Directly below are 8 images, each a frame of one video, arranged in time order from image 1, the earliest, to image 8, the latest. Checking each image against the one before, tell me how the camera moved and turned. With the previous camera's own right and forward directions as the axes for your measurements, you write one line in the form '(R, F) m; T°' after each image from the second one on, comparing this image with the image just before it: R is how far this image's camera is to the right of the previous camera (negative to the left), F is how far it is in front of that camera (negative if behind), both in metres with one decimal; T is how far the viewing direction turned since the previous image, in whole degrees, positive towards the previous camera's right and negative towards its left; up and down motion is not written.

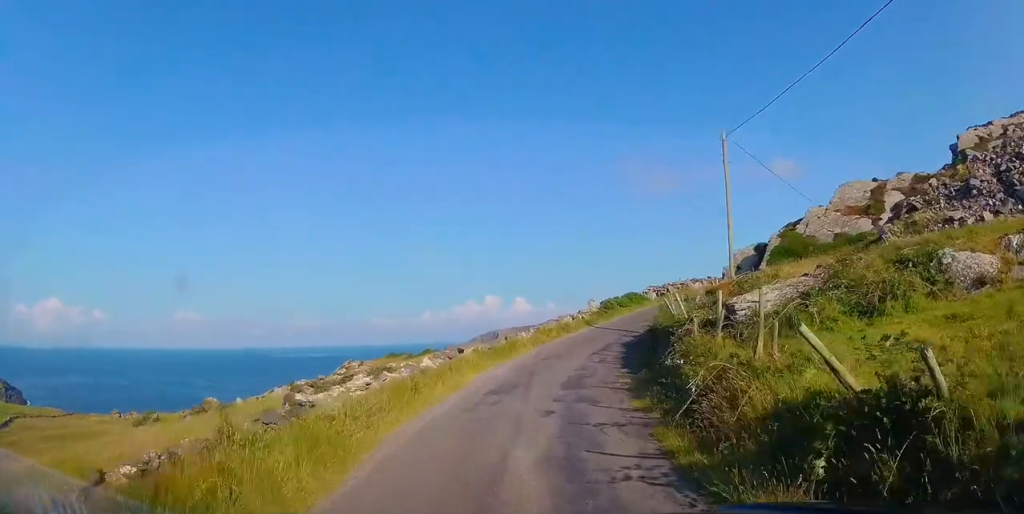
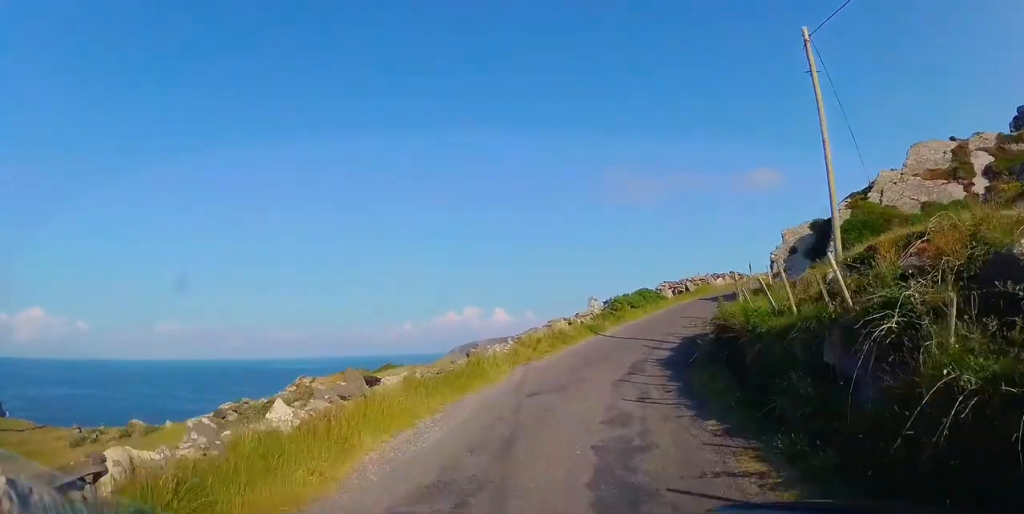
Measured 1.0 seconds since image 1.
(-0.2, +8.5) m; +1°
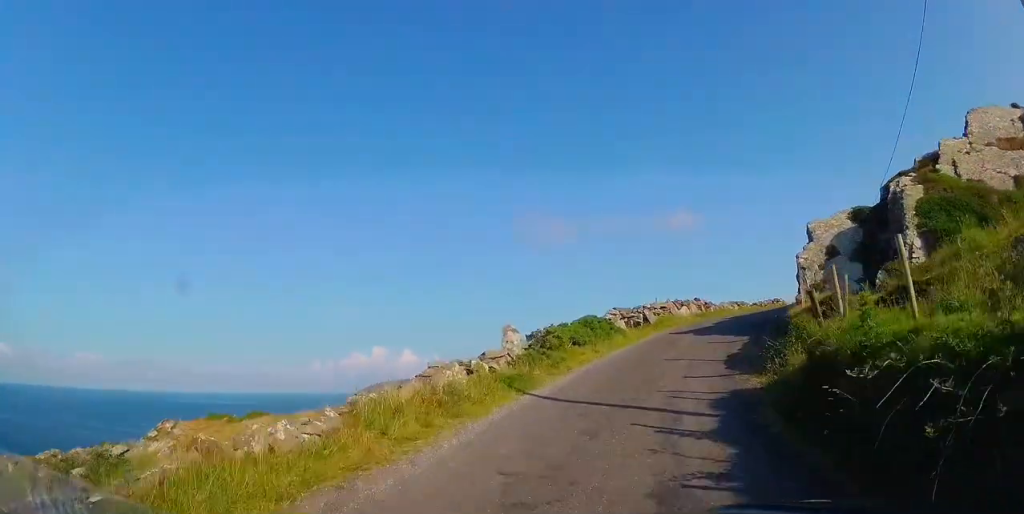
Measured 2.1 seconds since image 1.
(+0.5, +9.0) m; +10°
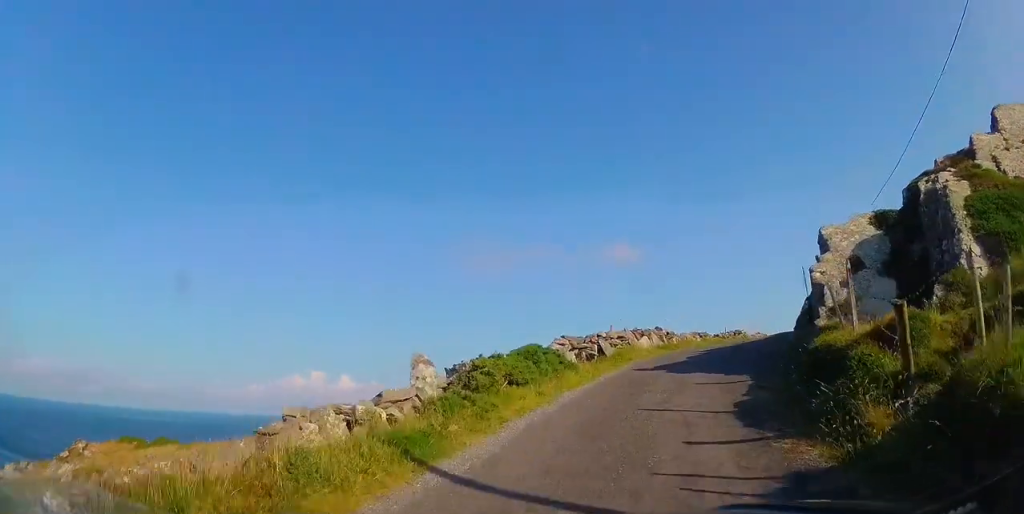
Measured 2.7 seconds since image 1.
(+0.3, +3.9) m; +7°
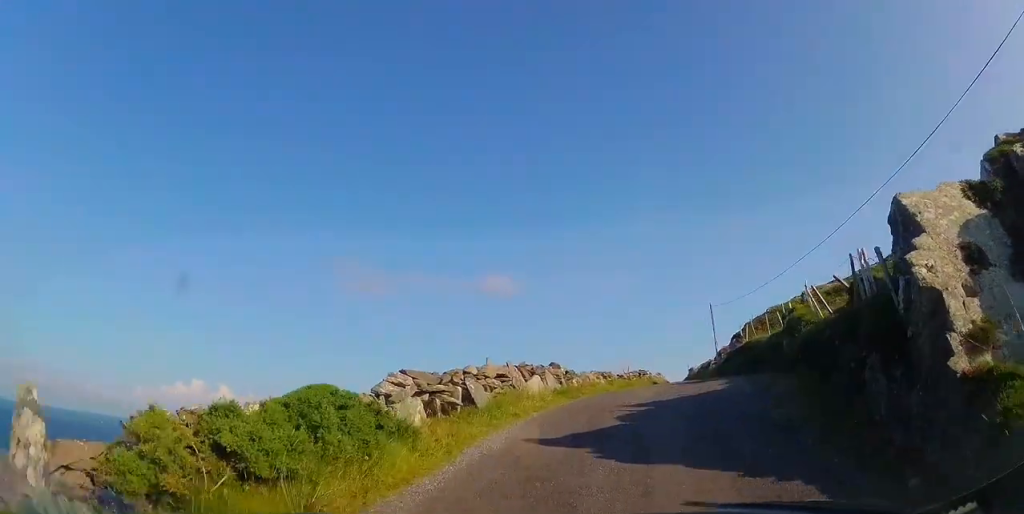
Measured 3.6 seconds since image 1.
(+0.7, +6.5) m; +13°
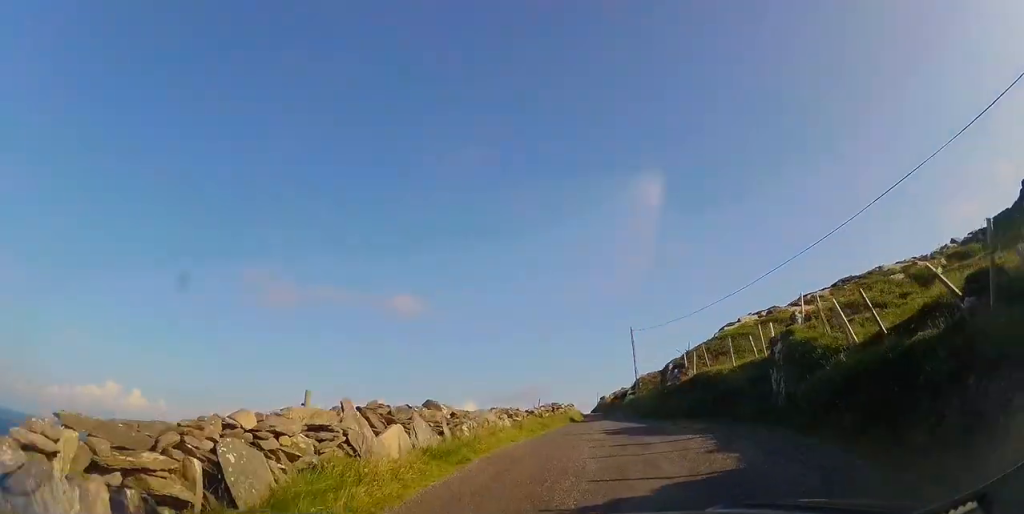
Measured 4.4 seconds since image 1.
(+0.5, +5.6) m; +9°
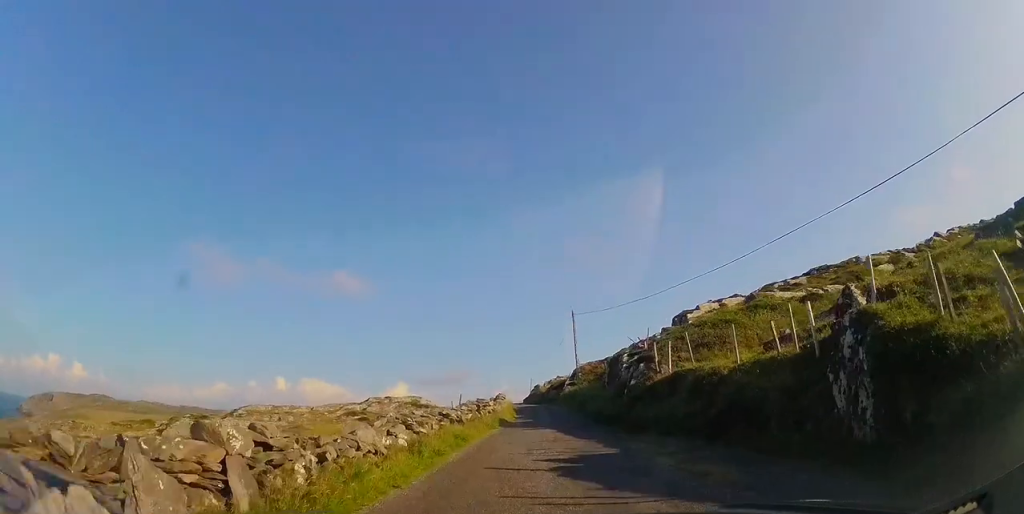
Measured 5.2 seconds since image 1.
(+0.4, +5.2) m; +4°
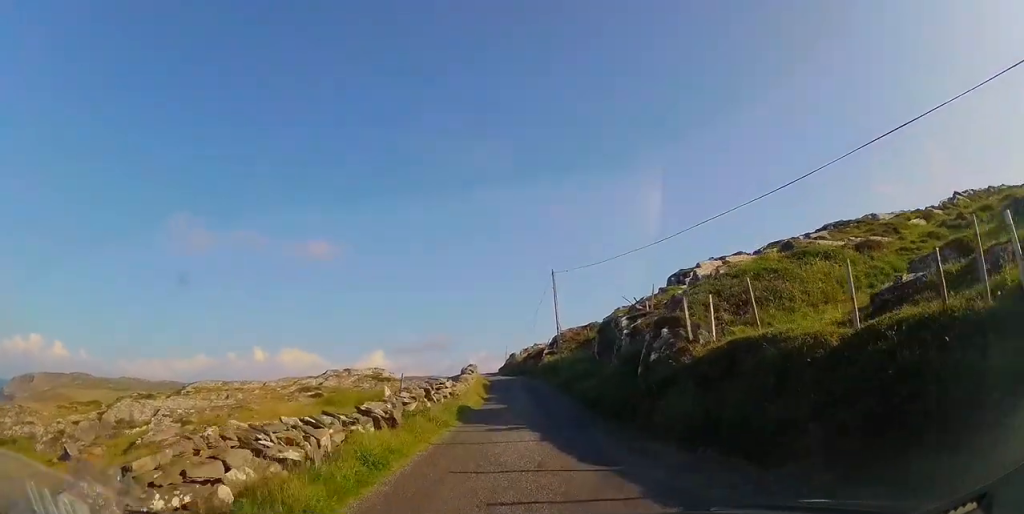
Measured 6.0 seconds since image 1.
(+0.1, +5.3) m; +2°
